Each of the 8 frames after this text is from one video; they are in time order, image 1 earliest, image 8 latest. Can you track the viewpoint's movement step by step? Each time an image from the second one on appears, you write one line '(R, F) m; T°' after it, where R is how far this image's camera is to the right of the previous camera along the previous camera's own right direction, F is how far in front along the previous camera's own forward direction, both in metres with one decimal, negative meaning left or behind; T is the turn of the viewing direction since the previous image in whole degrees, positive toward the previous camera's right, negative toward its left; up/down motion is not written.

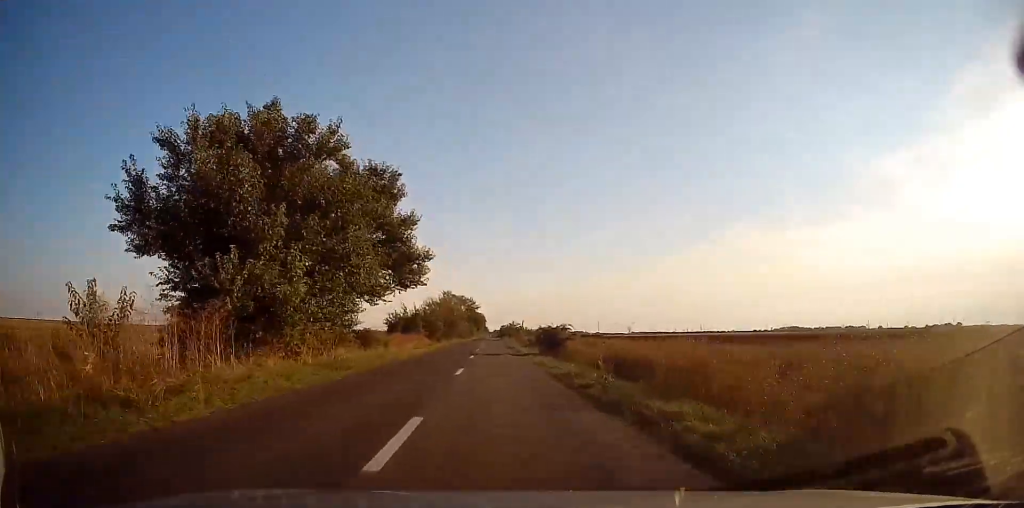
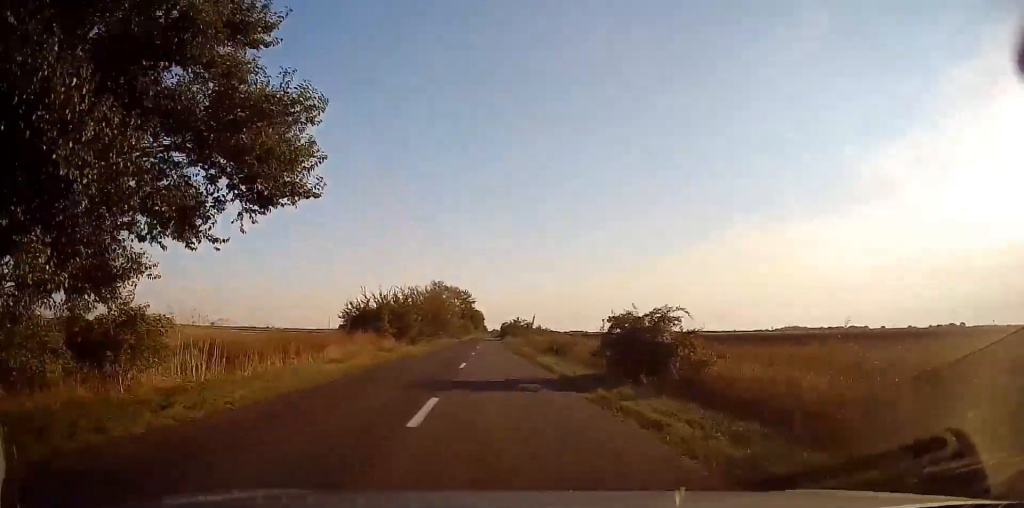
(-0.1, +21.1) m; 0°
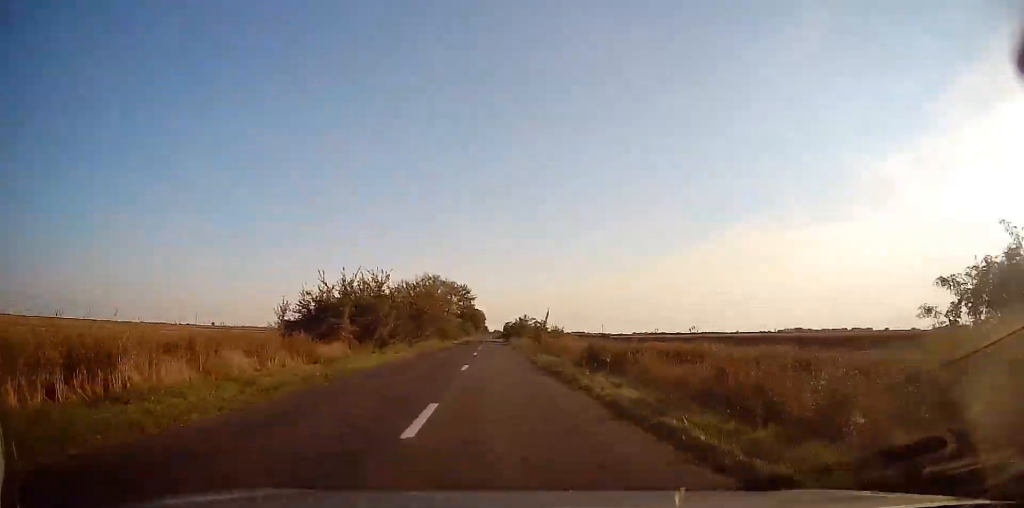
(+0.1, +12.6) m; 0°
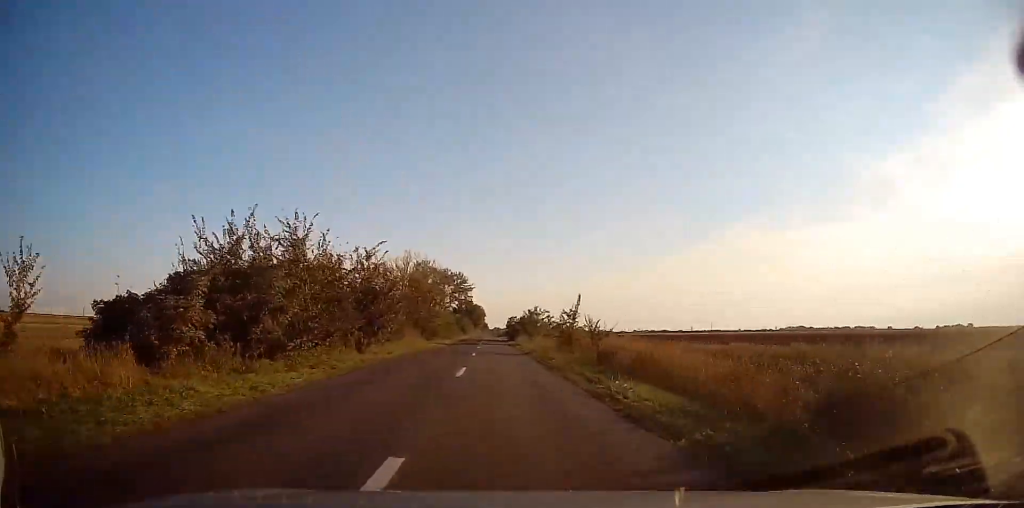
(0.0, +16.2) m; 0°
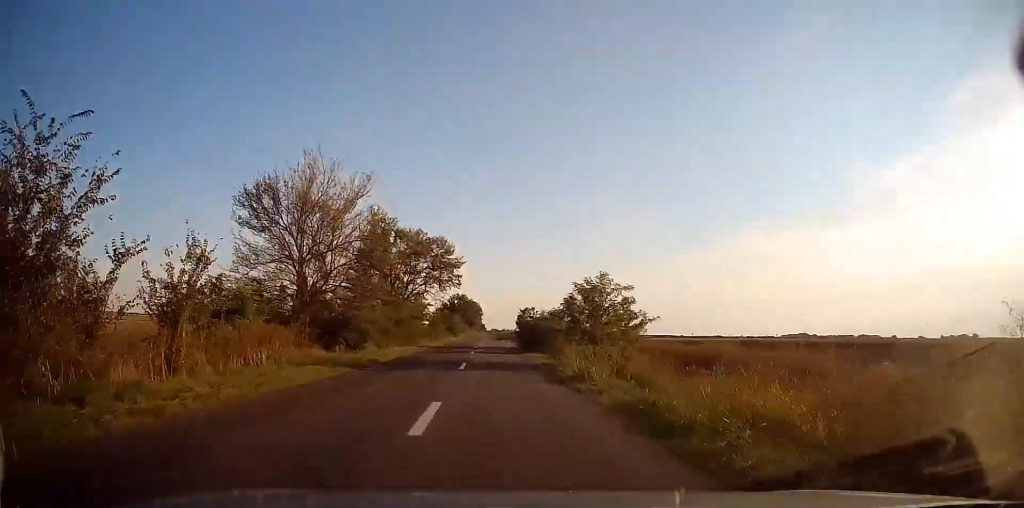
(0.0, +32.0) m; 0°
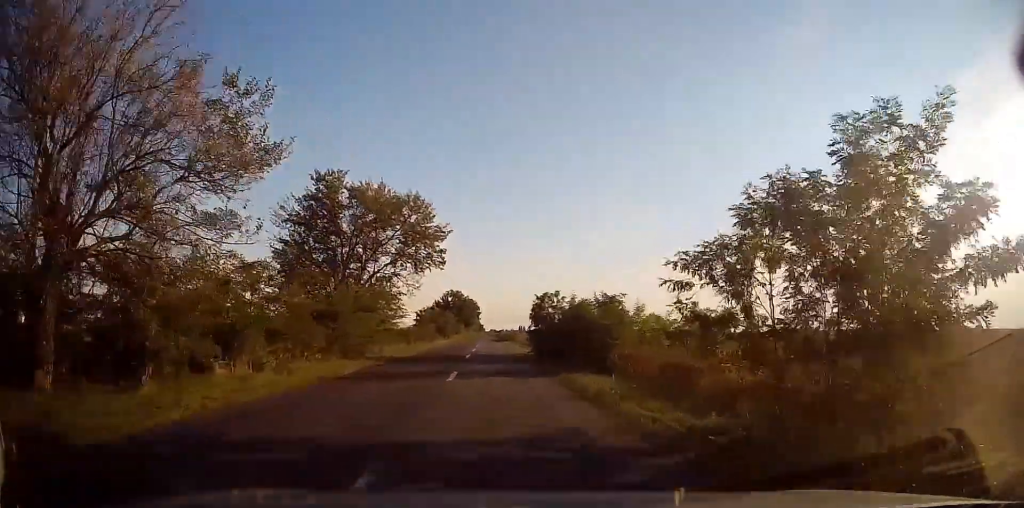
(0.0, +16.8) m; 0°
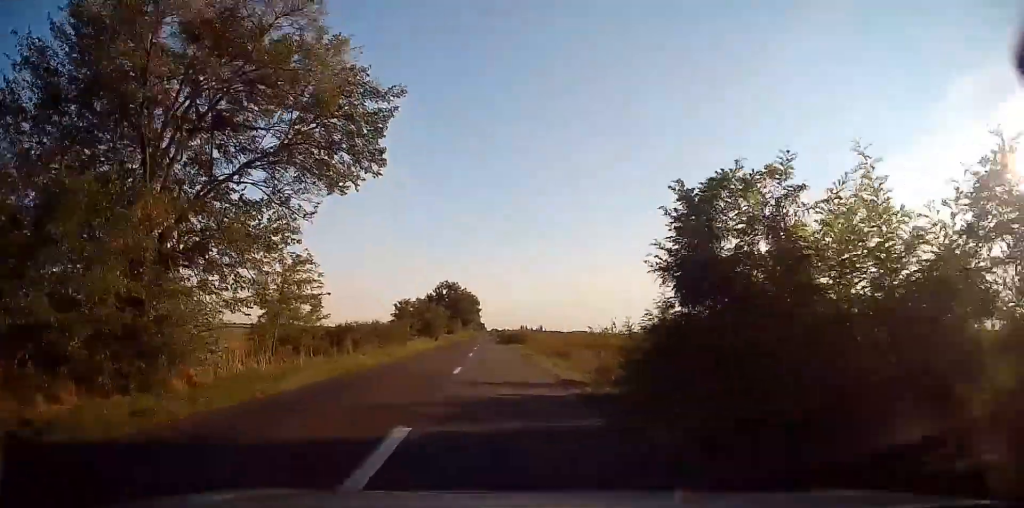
(+0.2, +21.7) m; 0°
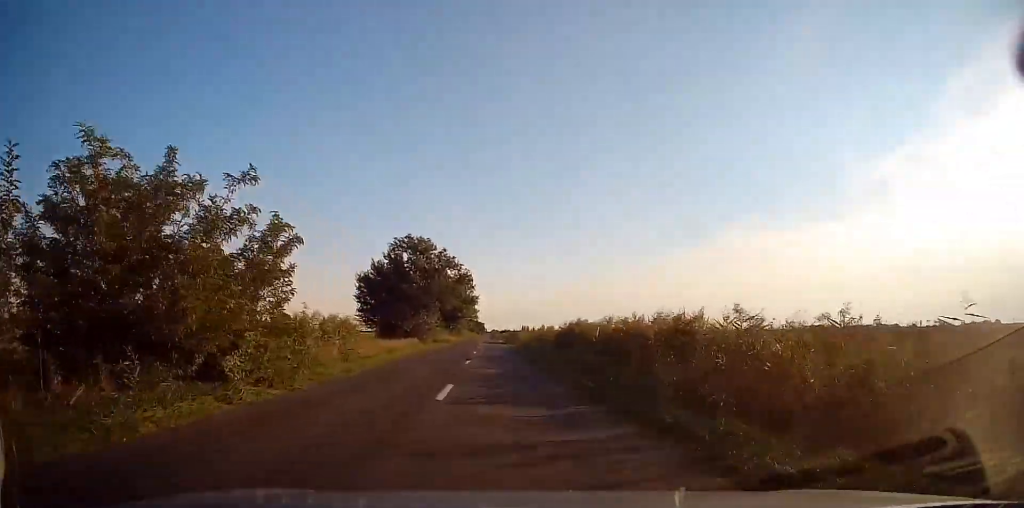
(-0.3, +53.2) m; -1°
